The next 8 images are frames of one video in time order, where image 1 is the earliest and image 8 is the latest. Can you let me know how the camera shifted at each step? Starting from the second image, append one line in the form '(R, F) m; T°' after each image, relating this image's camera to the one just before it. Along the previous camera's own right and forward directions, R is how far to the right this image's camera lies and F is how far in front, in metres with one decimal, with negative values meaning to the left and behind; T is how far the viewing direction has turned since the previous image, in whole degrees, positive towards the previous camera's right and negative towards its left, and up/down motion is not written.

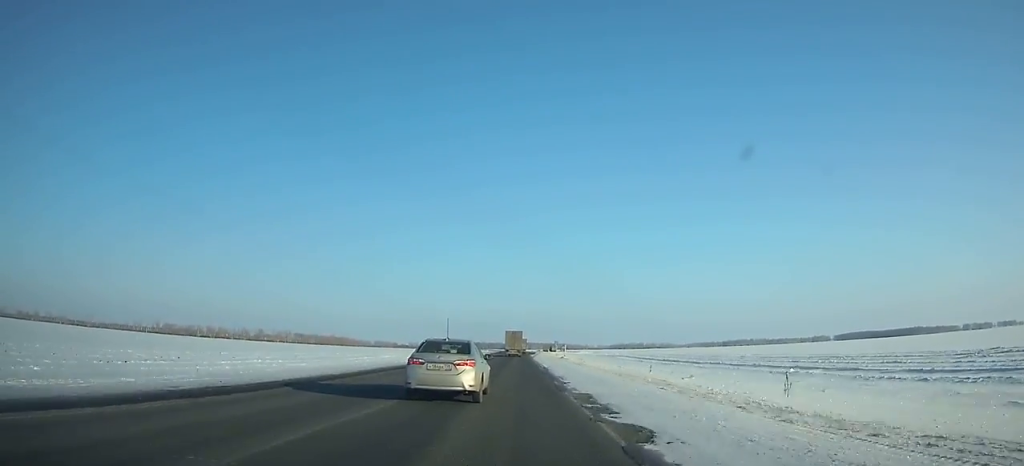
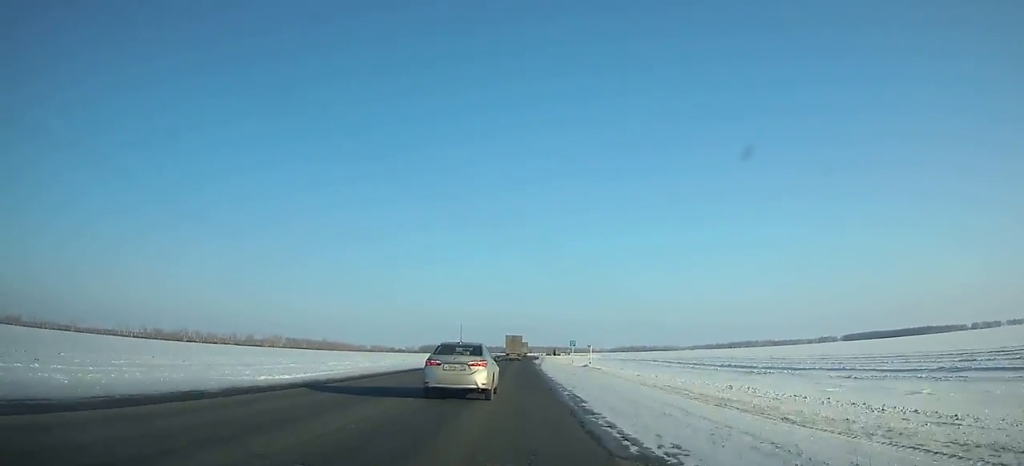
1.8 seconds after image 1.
(0.0, +33.2) m; 0°
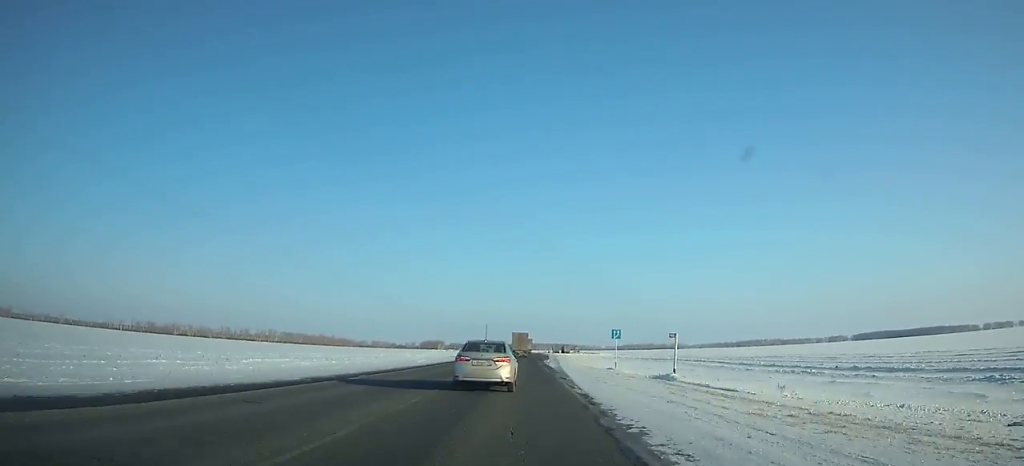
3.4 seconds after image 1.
(-0.1, +29.2) m; 0°
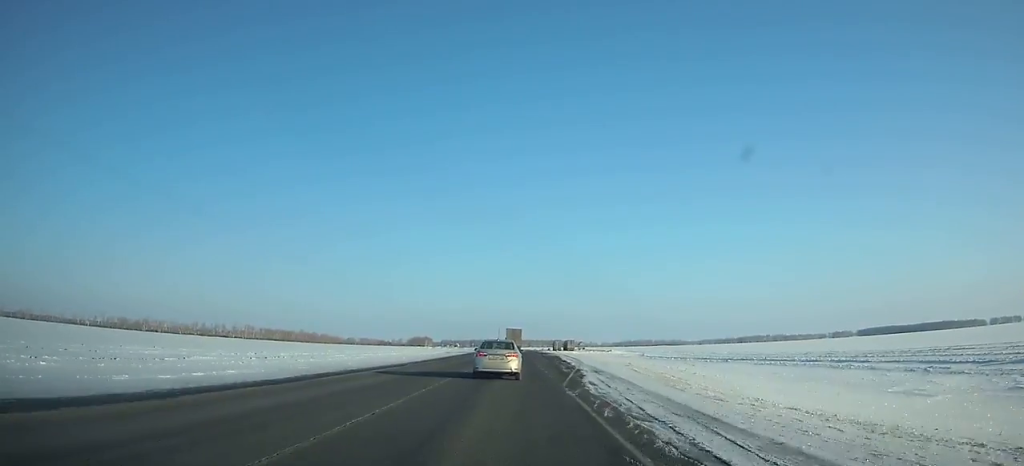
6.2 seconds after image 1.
(+0.1, +50.9) m; 0°
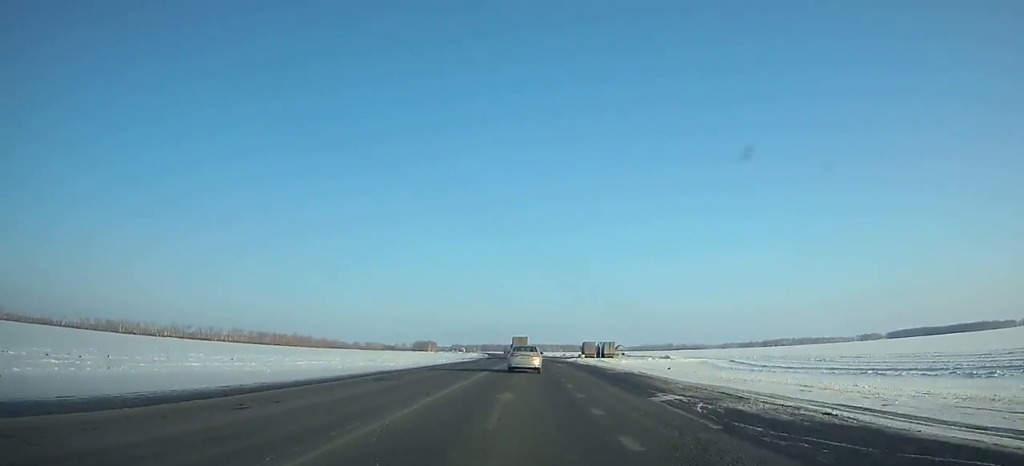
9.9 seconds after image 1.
(-0.3, +67.3) m; -1°
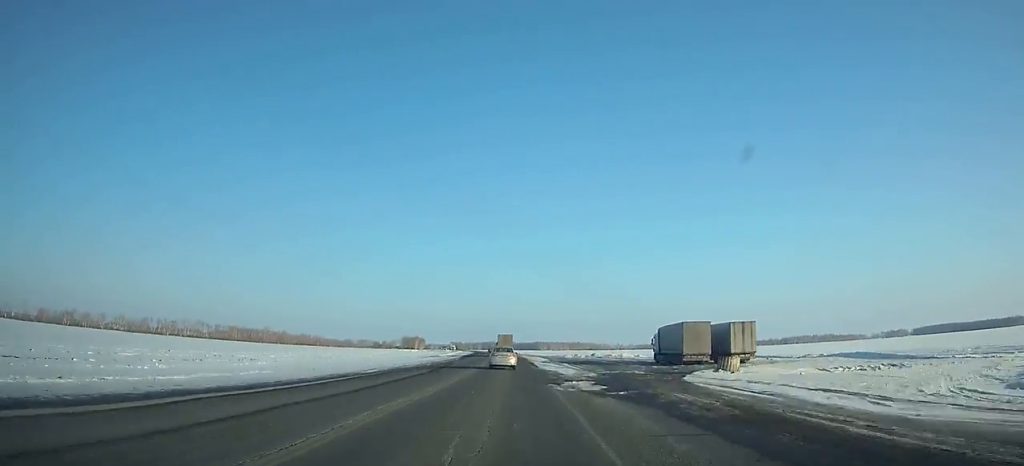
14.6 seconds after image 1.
(-0.6, +87.8) m; -1°
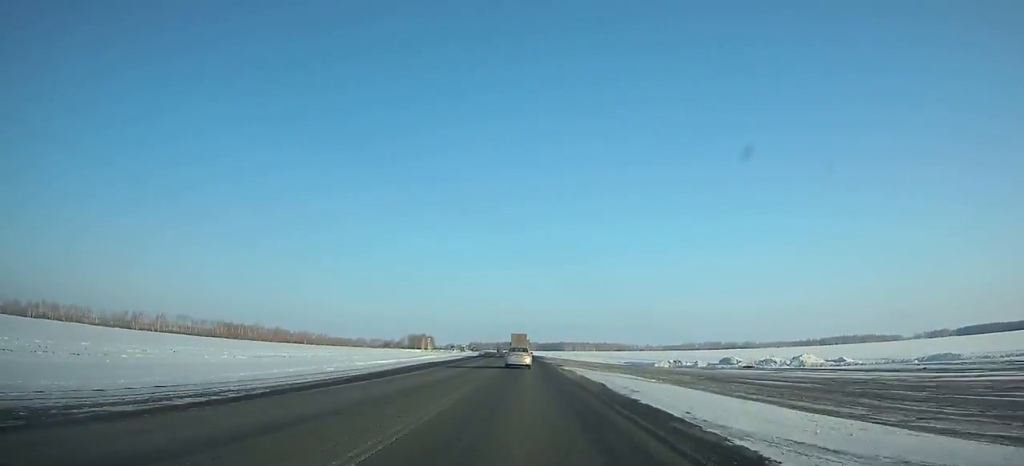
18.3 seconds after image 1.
(-1.1, +71.6) m; -1°
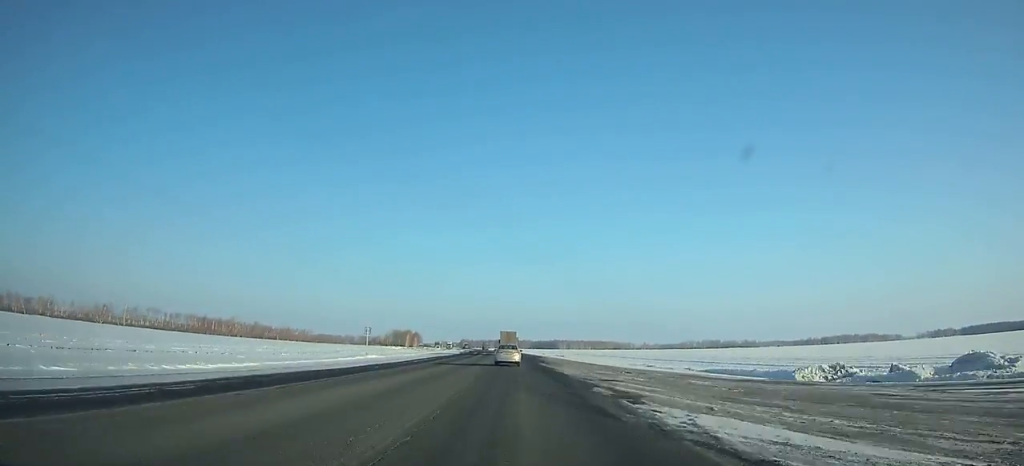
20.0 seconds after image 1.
(-0.2, +33.3) m; 0°
